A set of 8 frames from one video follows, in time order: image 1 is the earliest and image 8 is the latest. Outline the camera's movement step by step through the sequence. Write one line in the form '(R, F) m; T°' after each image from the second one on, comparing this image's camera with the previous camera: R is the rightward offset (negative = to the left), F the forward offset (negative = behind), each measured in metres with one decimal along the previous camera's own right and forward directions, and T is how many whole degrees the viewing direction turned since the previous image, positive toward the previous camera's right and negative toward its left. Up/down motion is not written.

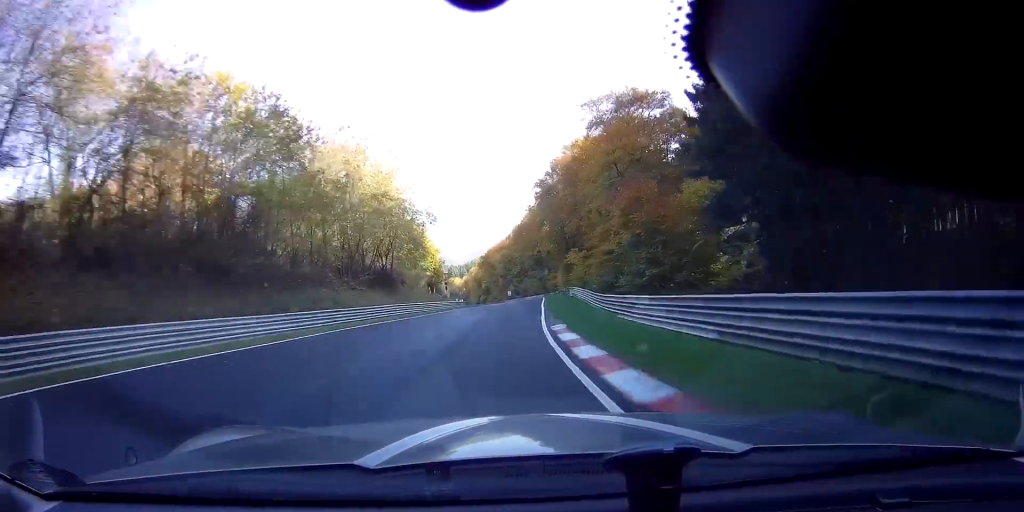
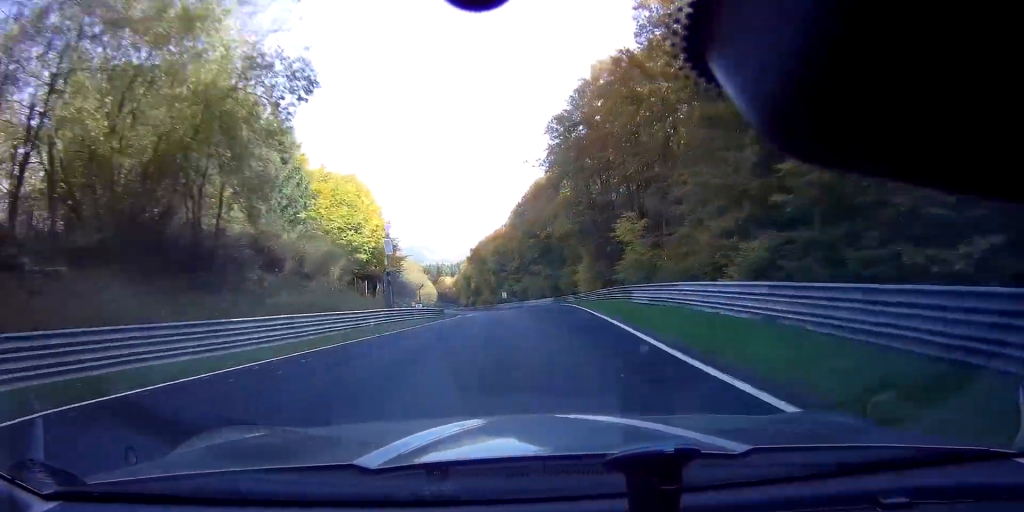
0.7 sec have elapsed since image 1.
(+0.3, +33.3) m; -1°
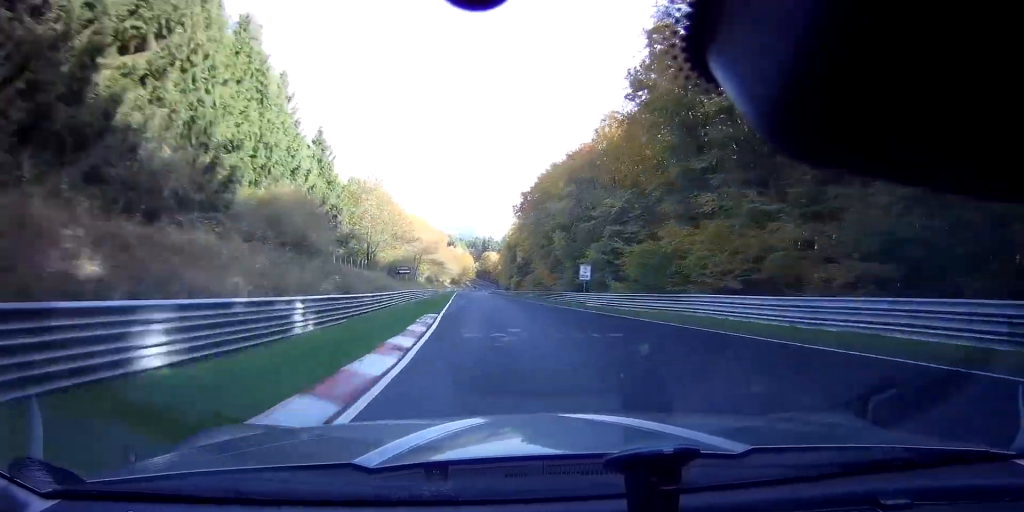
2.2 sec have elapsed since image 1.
(-1.7, +66.2) m; -4°
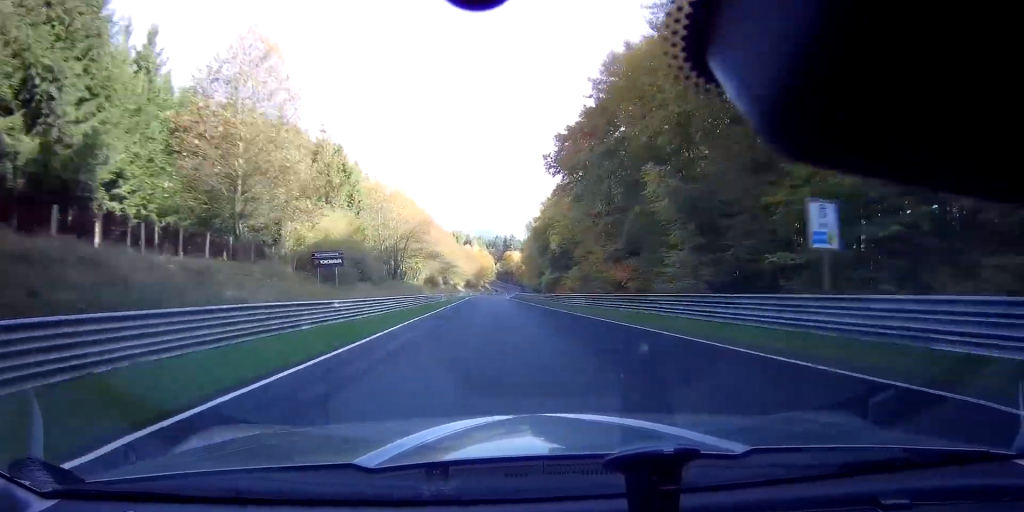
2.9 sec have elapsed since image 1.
(-0.8, +34.9) m; -2°
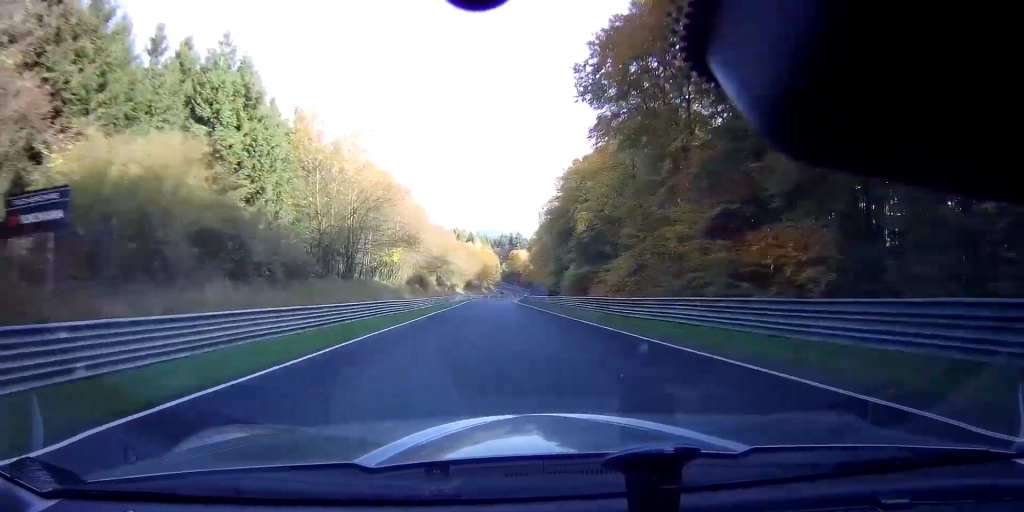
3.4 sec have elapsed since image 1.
(-0.2, +22.5) m; -1°
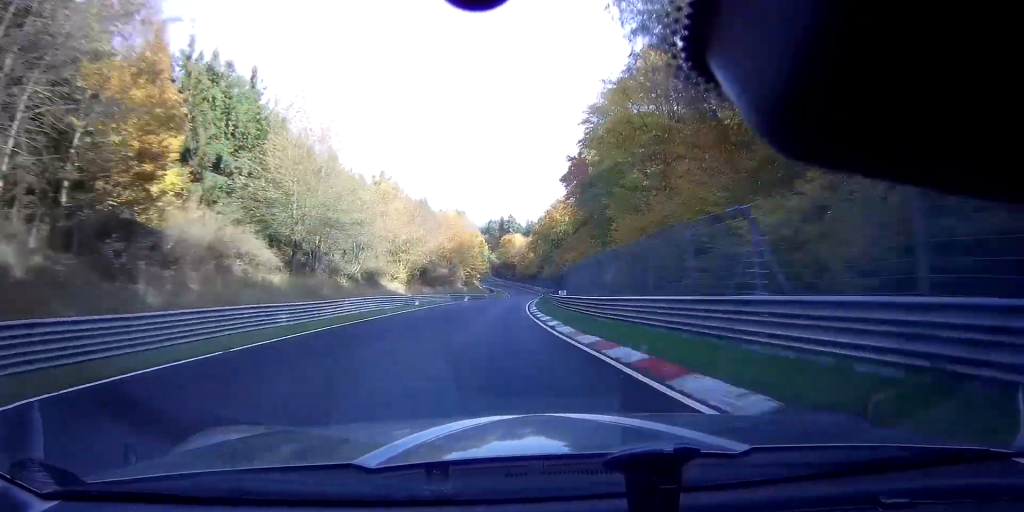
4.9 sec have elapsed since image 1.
(+0.3, +75.0) m; +2°
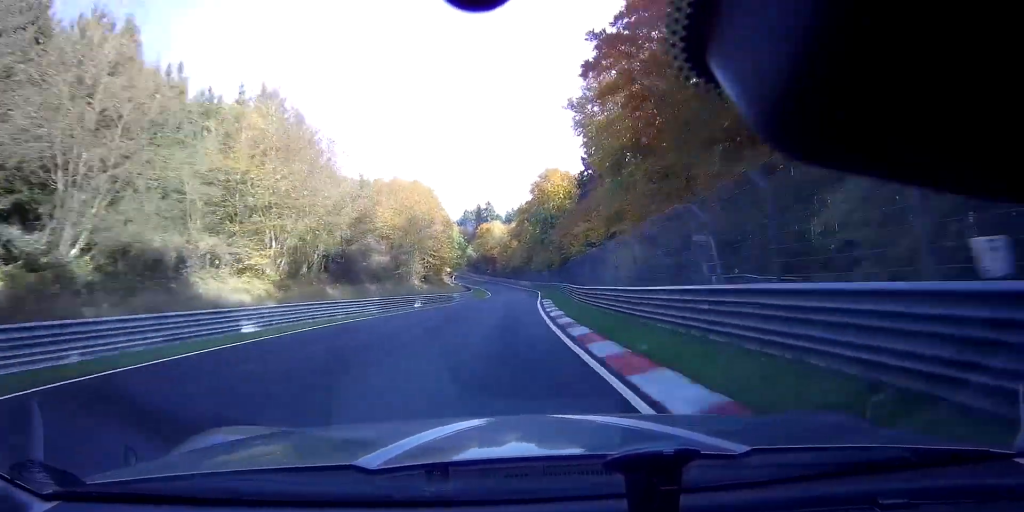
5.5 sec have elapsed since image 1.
(+0.4, +33.7) m; +1°
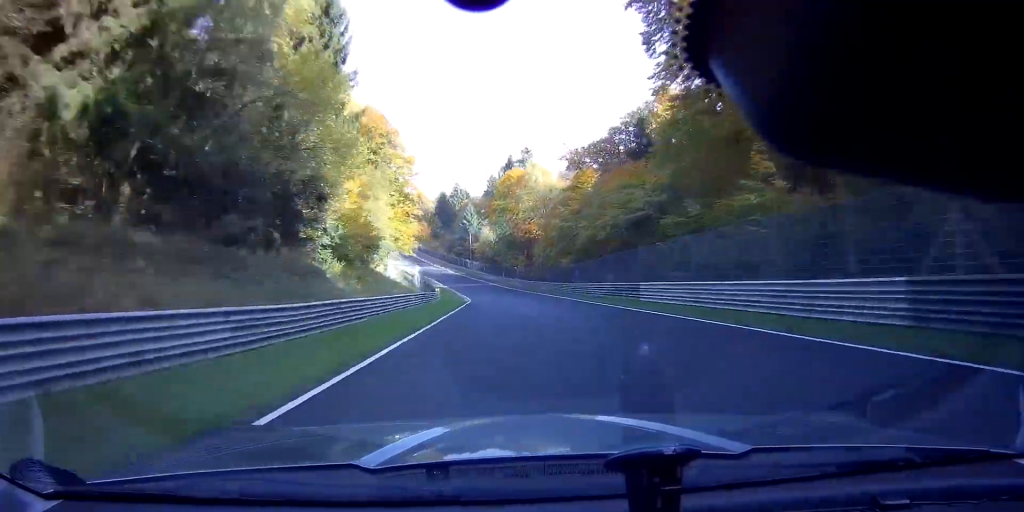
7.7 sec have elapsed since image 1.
(-1.1, +110.5) m; -4°
